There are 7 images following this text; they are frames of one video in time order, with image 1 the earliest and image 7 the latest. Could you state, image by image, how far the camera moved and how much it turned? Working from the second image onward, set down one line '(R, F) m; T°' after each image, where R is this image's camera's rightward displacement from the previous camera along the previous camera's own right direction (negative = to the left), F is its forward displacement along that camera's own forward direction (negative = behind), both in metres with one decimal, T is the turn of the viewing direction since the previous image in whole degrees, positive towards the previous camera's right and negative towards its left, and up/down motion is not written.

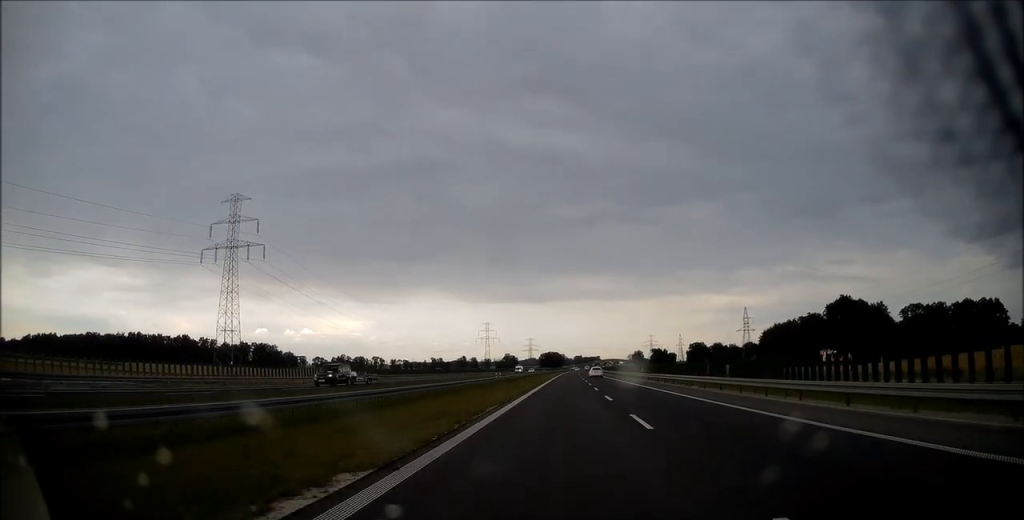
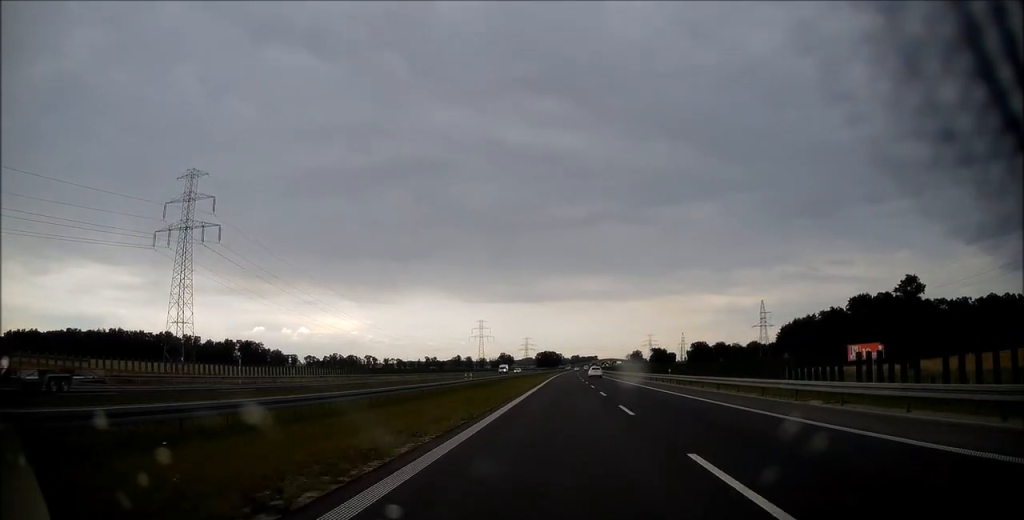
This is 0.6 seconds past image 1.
(-0.1, +19.7) m; 0°
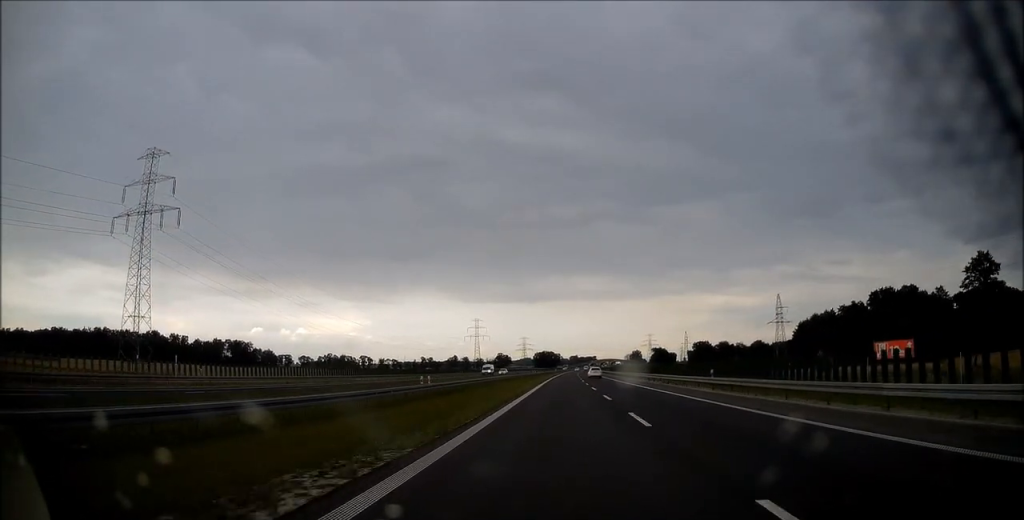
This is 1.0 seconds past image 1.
(0.0, +15.0) m; 0°
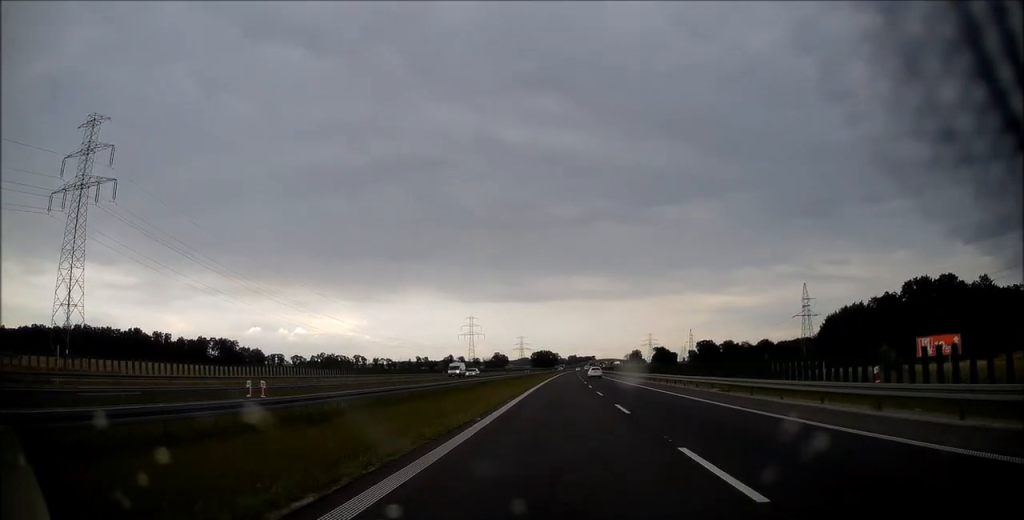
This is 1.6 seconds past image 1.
(+0.1, +19.6) m; 0°
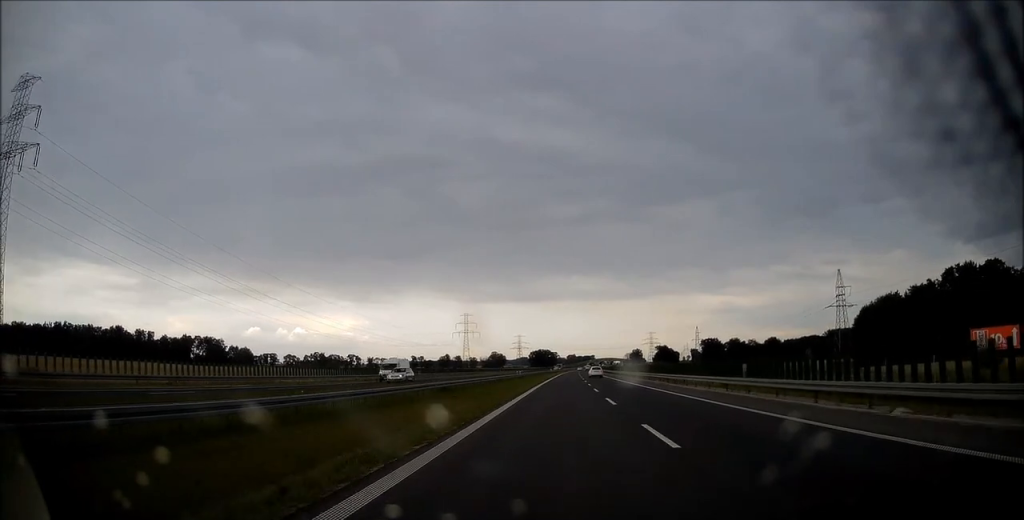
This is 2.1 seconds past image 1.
(0.0, +19.6) m; 0°
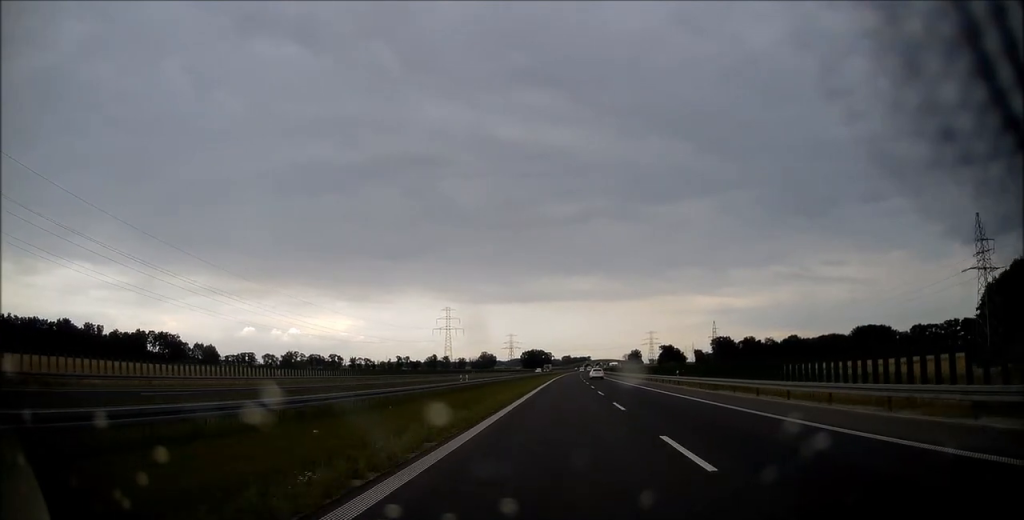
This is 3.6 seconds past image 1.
(+0.1, +49.2) m; 0°
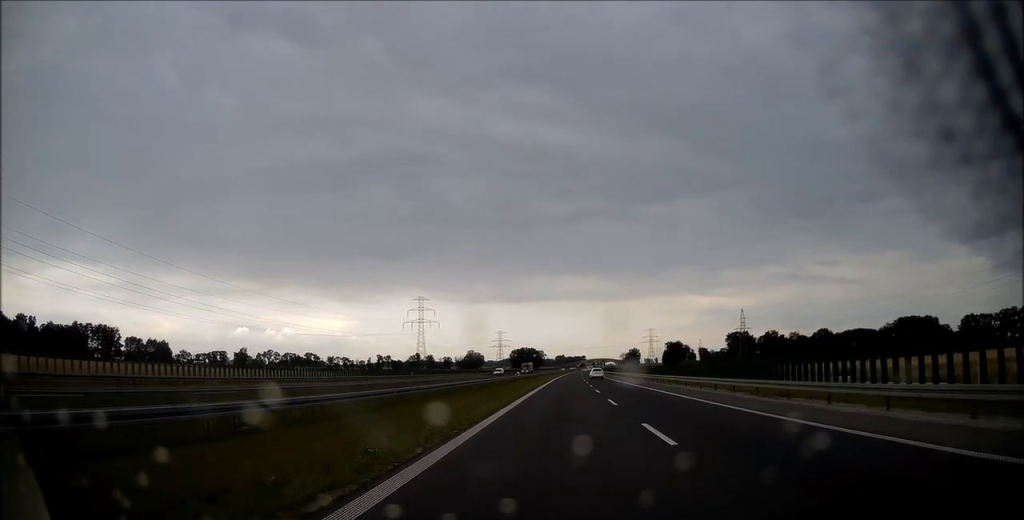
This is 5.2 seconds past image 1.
(+0.5, +55.8) m; +1°
